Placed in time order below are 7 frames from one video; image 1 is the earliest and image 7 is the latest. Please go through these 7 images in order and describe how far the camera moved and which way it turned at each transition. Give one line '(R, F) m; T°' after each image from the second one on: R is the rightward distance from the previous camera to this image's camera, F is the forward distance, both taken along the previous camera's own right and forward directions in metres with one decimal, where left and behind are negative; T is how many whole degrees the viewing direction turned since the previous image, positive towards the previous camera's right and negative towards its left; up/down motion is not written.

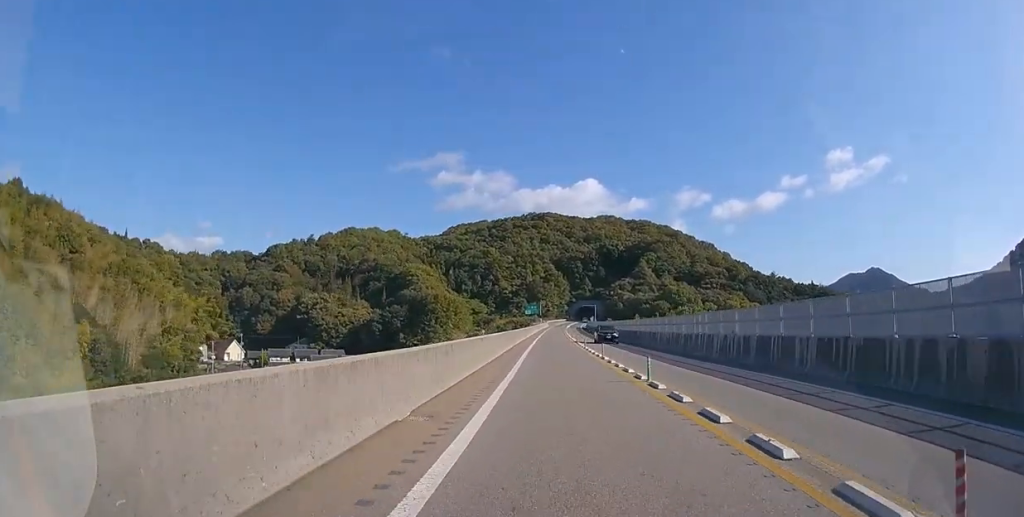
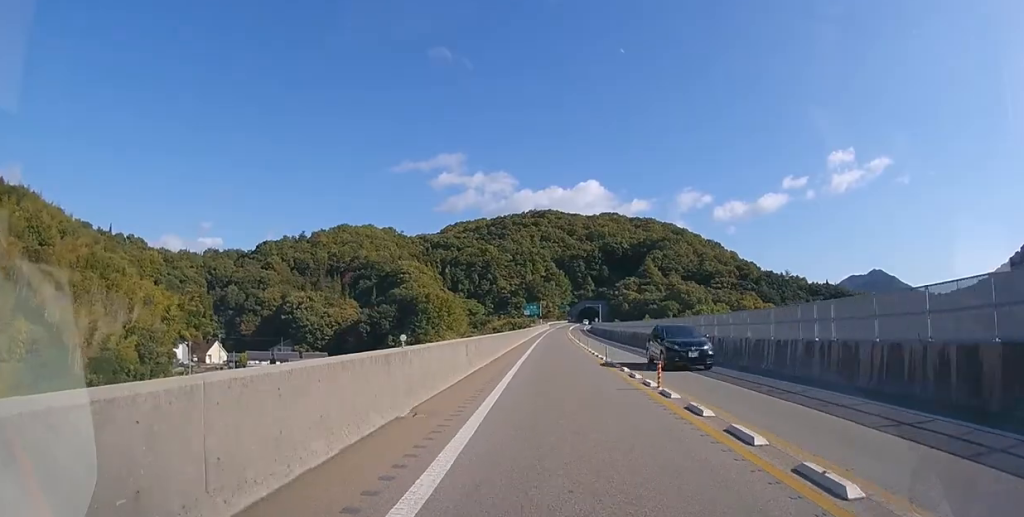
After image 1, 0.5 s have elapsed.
(-0.1, +10.9) m; 0°
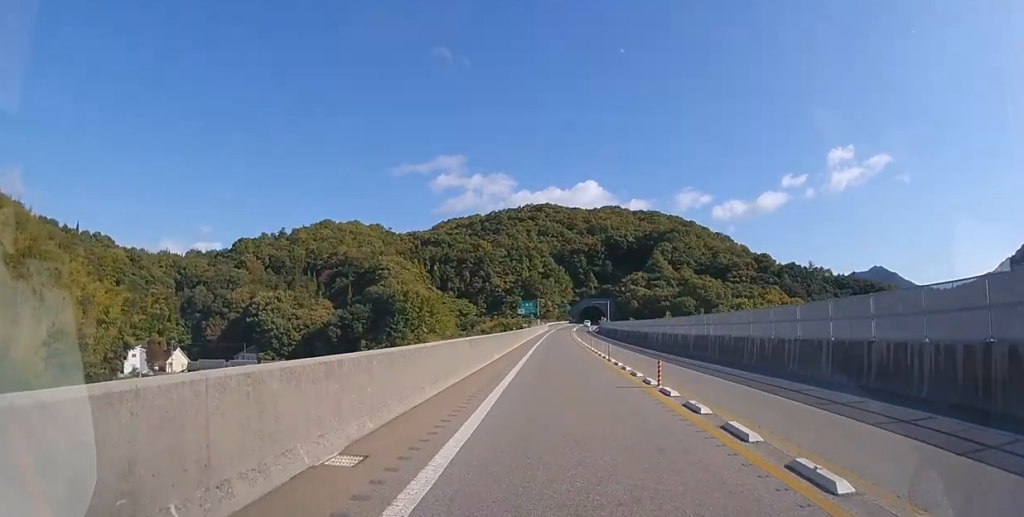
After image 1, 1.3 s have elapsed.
(0.0, +19.5) m; 0°
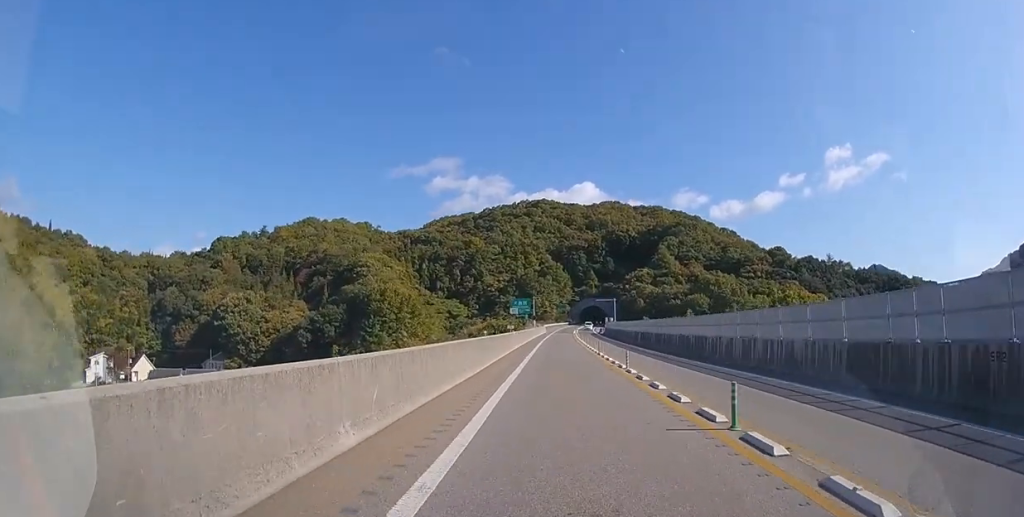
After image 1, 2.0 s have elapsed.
(0.0, +15.5) m; 0°
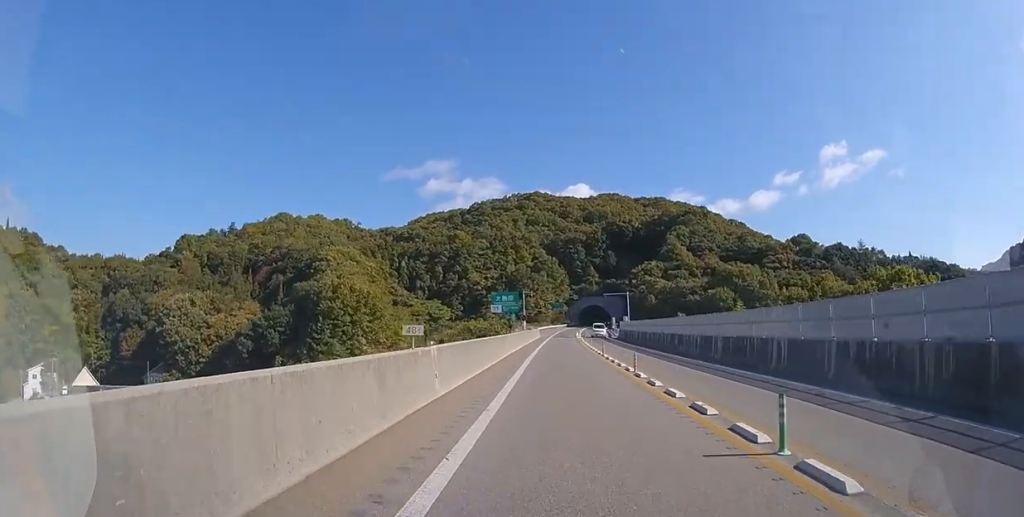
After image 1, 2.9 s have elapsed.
(+0.1, +20.9) m; +1°
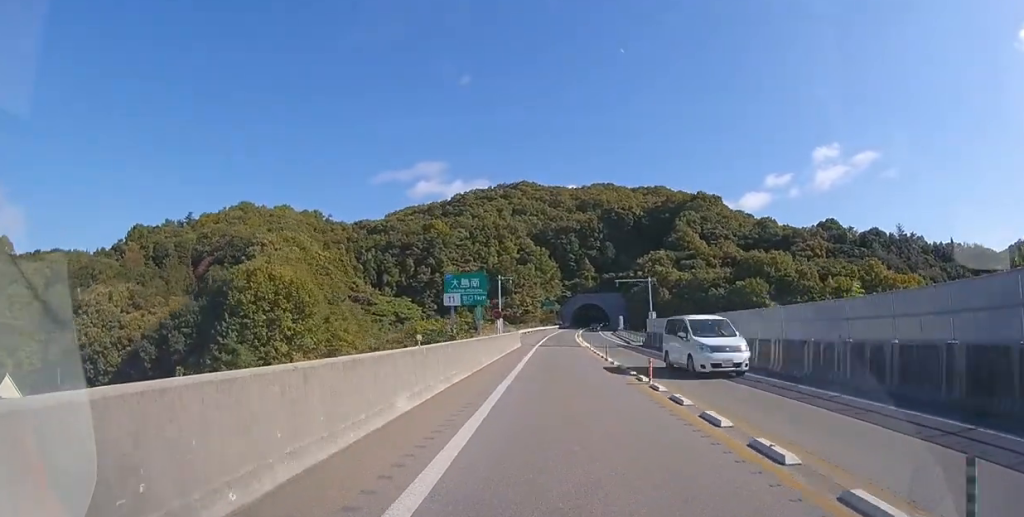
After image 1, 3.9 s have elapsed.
(+0.1, +23.1) m; +1°
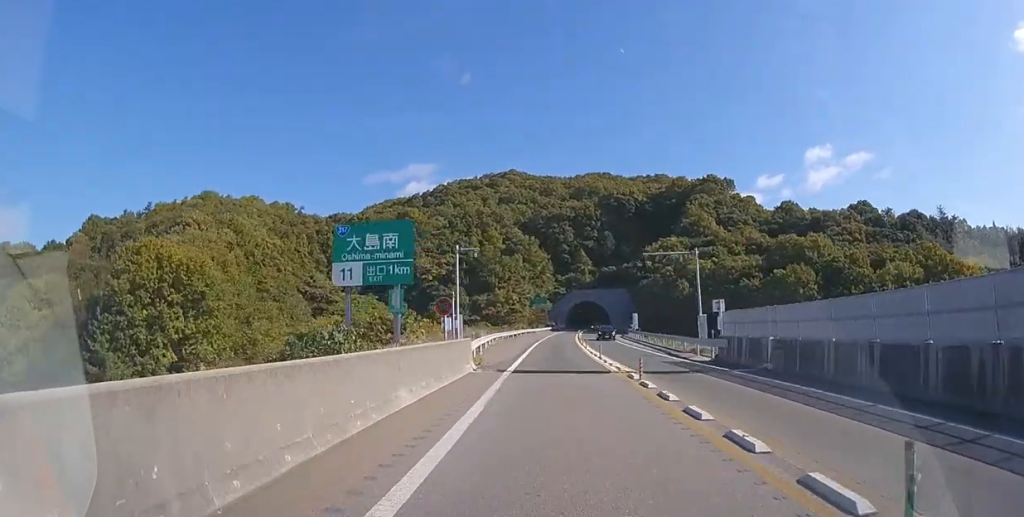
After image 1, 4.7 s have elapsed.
(+0.1, +19.9) m; +1°
